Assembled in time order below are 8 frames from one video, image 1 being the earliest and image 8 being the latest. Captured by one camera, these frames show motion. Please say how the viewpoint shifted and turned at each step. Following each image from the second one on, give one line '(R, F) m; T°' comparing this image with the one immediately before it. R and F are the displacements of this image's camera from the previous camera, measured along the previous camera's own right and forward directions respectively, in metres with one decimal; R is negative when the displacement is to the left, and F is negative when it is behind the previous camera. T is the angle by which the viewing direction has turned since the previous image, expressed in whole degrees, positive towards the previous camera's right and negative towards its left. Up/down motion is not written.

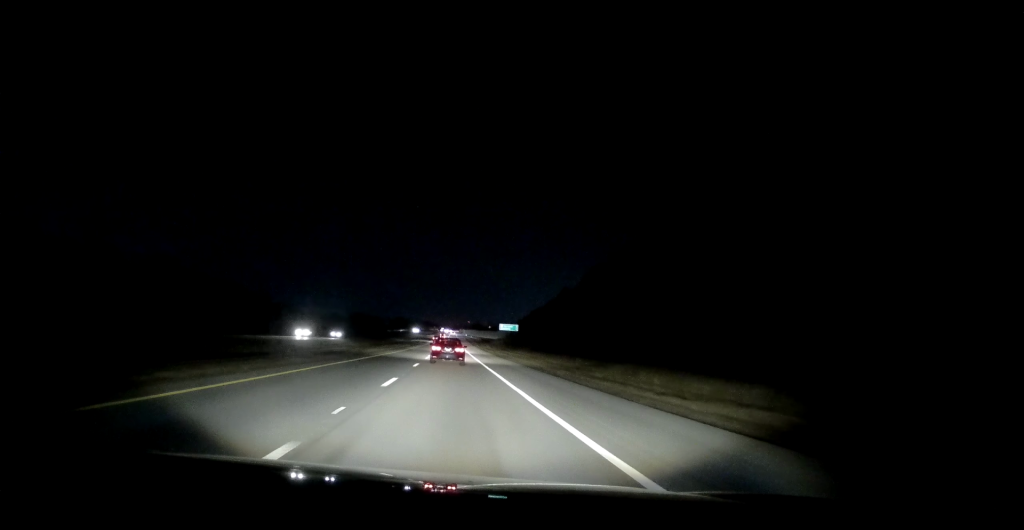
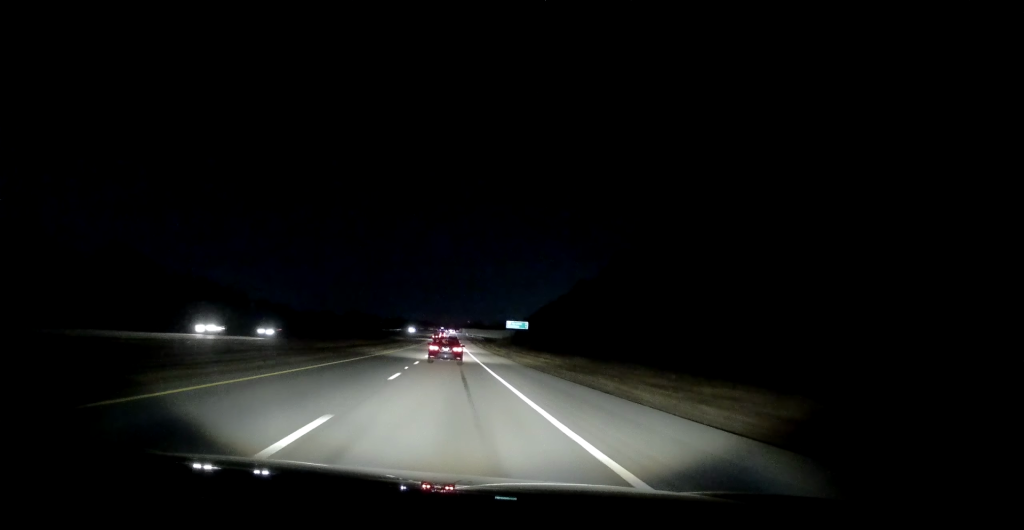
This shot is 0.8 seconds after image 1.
(+0.1, +21.5) m; 0°
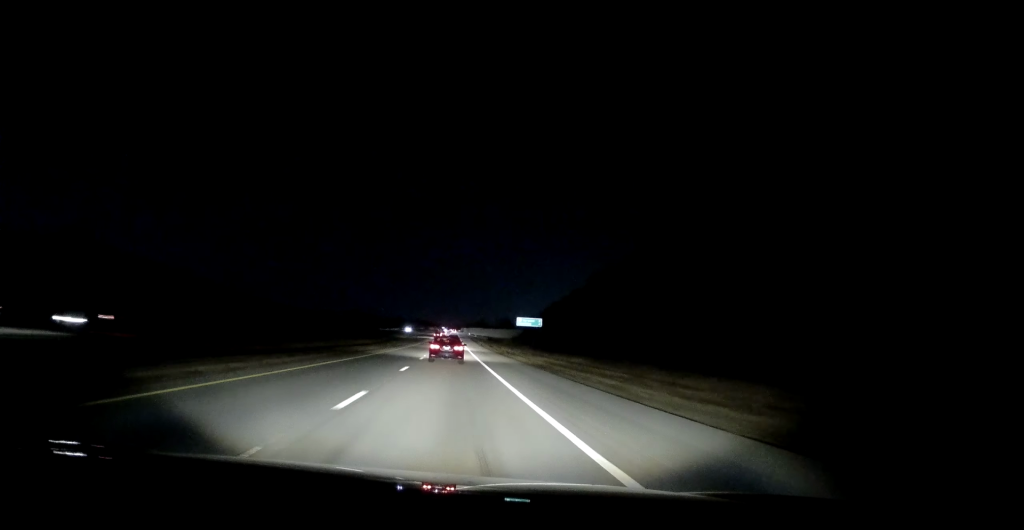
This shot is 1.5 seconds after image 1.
(-0.4, +19.7) m; 0°
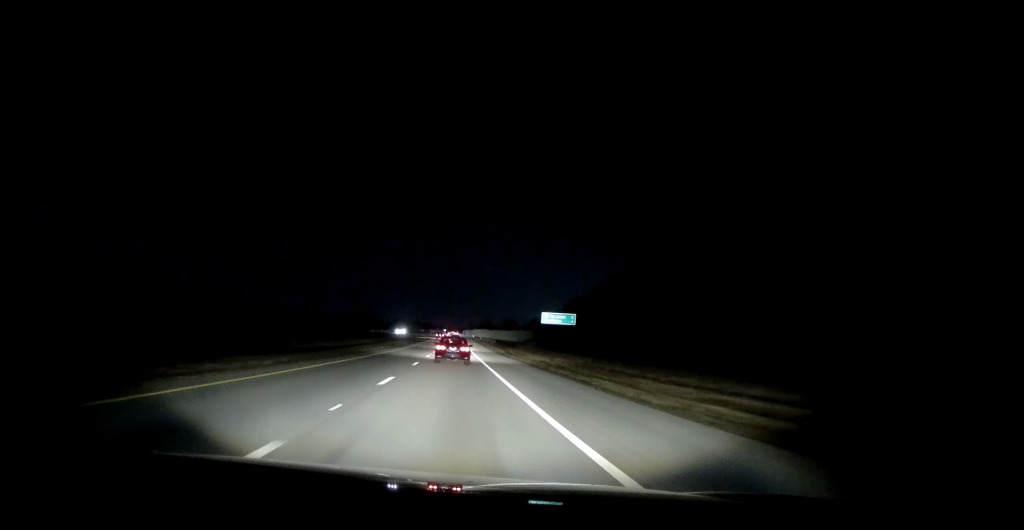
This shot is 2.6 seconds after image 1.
(+0.5, +31.1) m; +1°
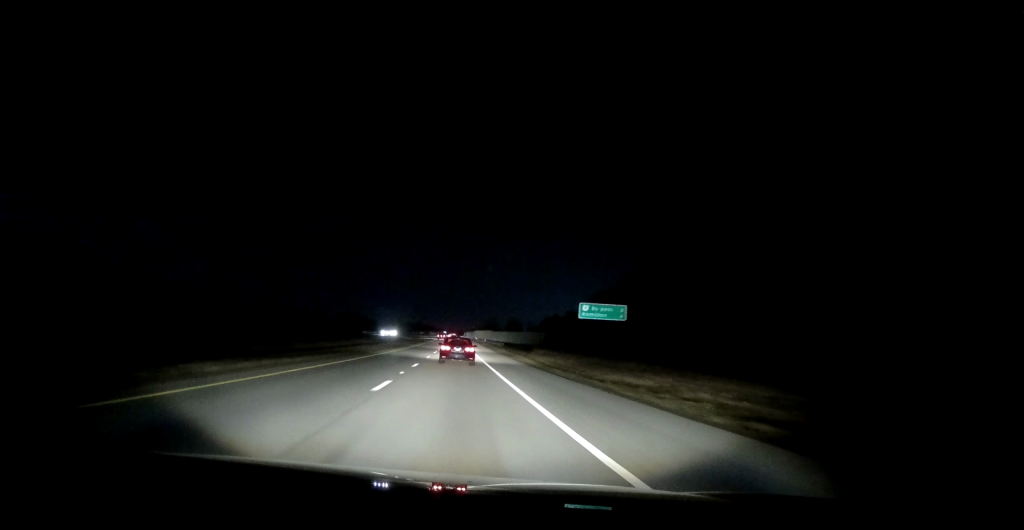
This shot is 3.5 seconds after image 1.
(0.0, +26.6) m; -1°
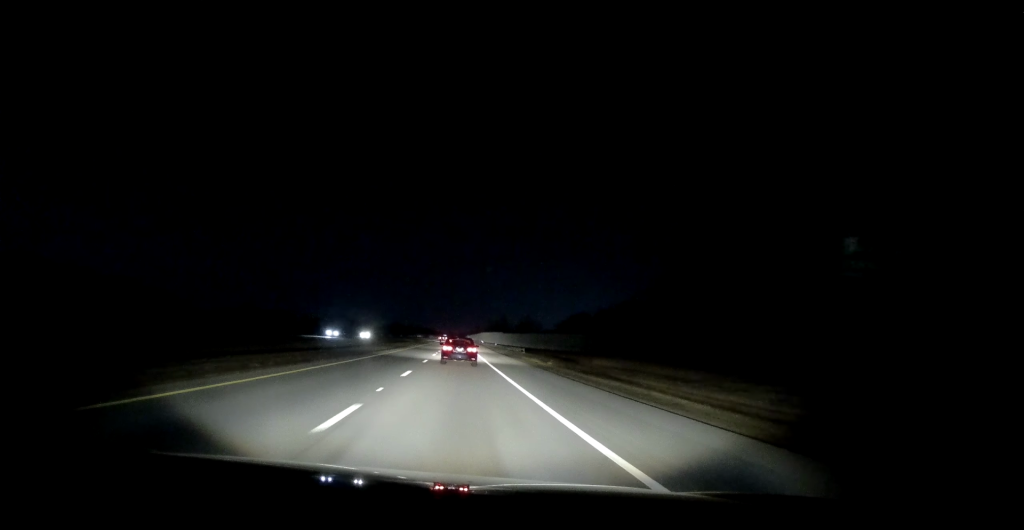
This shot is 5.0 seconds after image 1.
(-0.8, +42.6) m; 0°
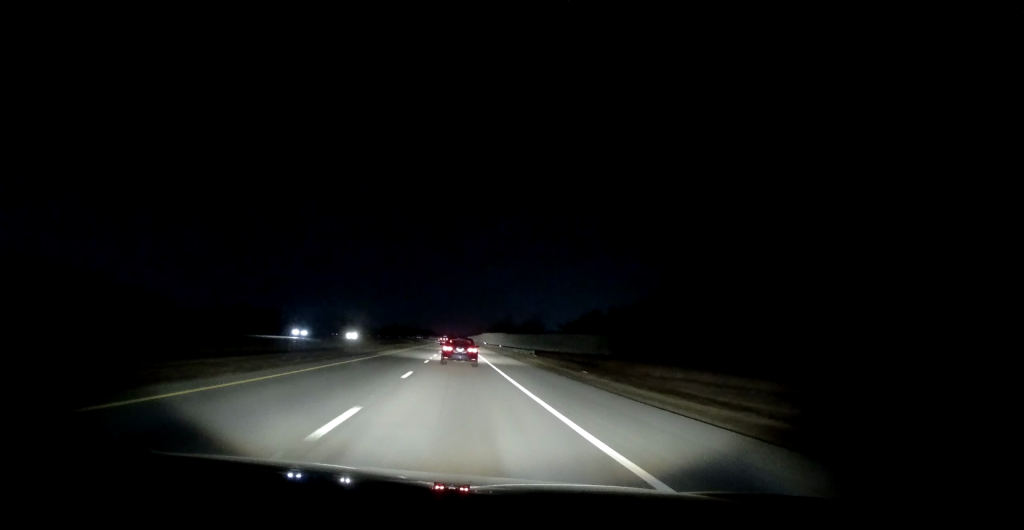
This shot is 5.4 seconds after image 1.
(-0.1, +12.2) m; 0°
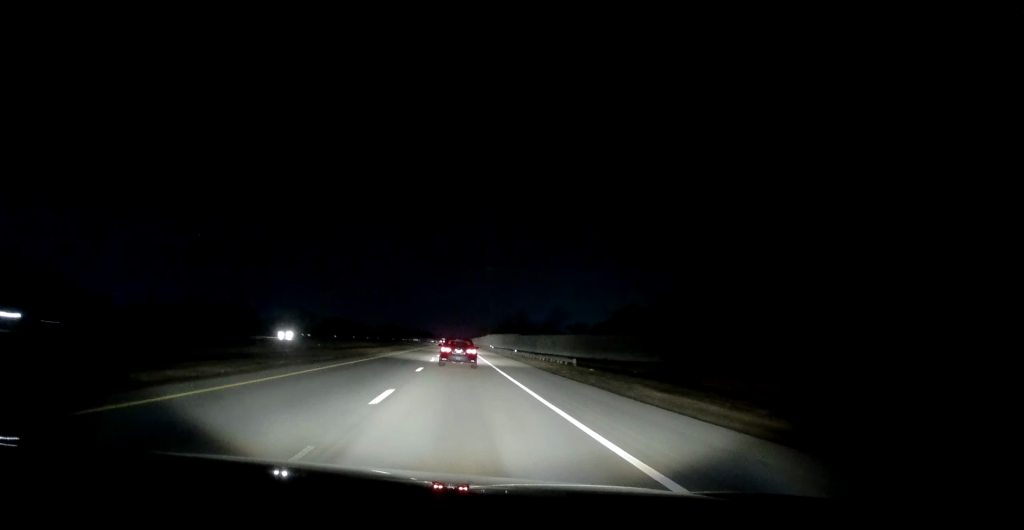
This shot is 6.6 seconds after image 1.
(+0.6, +31.9) m; +1°
